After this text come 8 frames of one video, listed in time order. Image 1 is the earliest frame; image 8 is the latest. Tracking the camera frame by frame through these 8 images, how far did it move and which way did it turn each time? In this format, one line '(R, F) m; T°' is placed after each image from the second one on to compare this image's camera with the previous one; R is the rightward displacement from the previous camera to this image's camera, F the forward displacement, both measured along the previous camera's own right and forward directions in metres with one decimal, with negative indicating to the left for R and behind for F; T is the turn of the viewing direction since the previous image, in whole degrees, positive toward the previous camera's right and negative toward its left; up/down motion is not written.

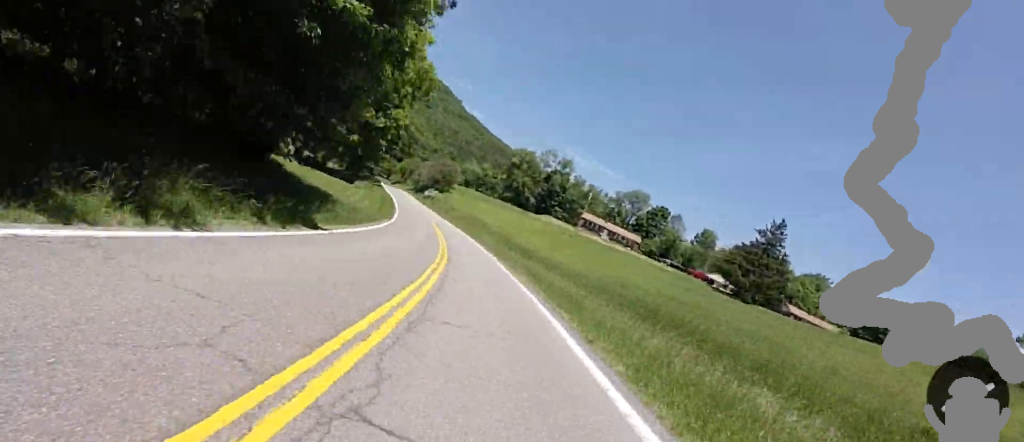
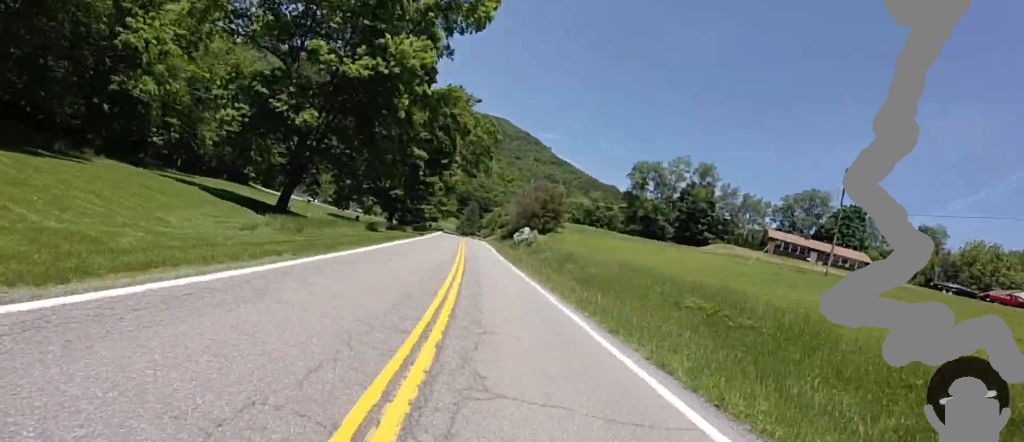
(-4.6, +37.0) m; -9°
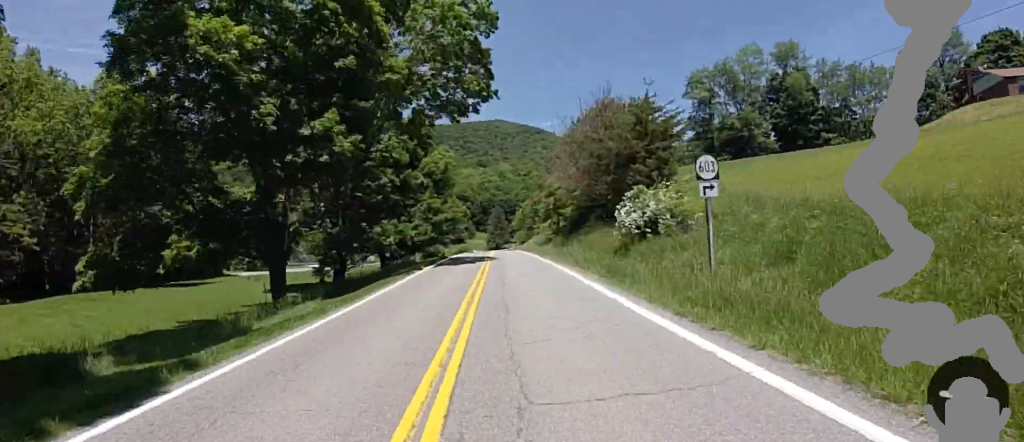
(+0.7, +30.5) m; +1°
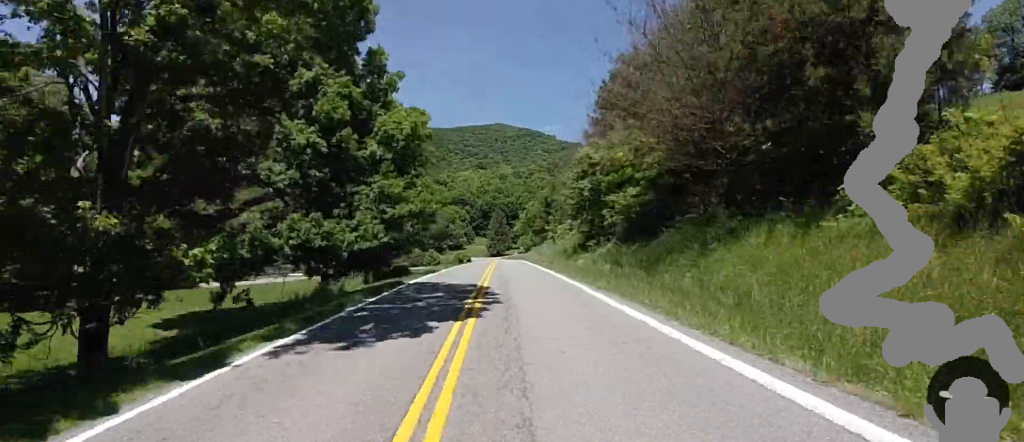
(0.0, +15.7) m; 0°
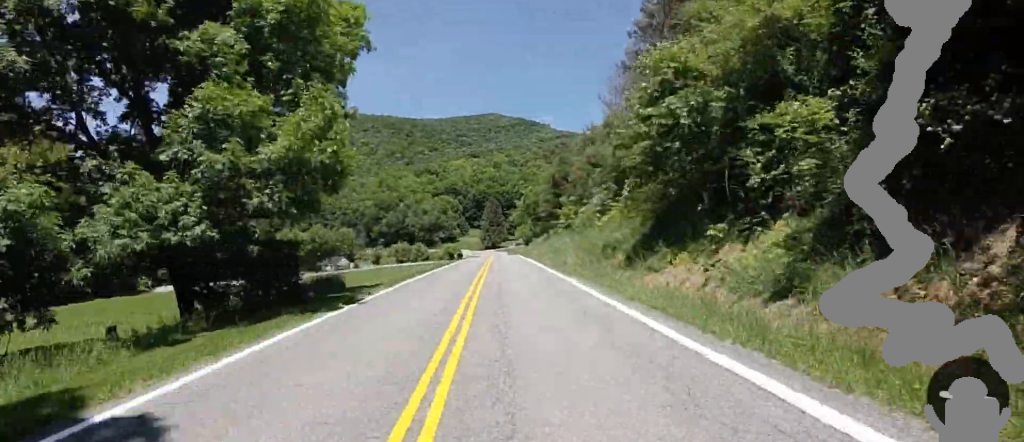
(0.0, +14.1) m; 0°
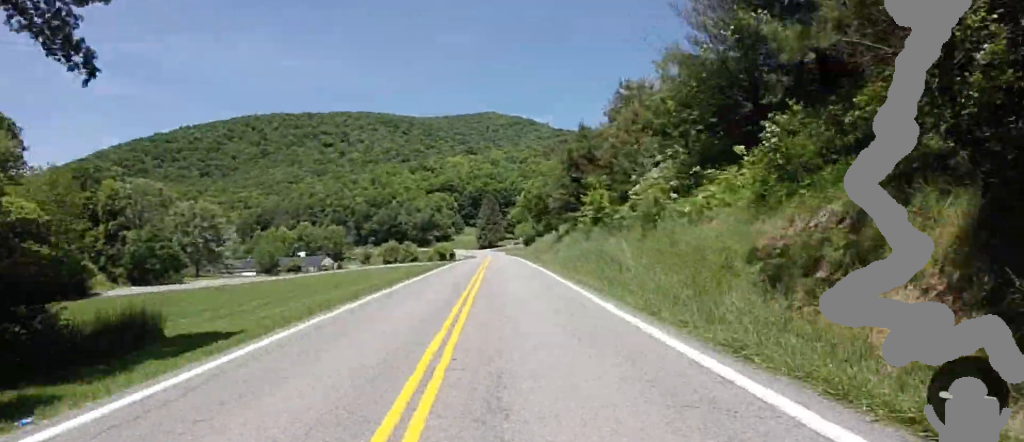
(0.0, +12.0) m; 0°
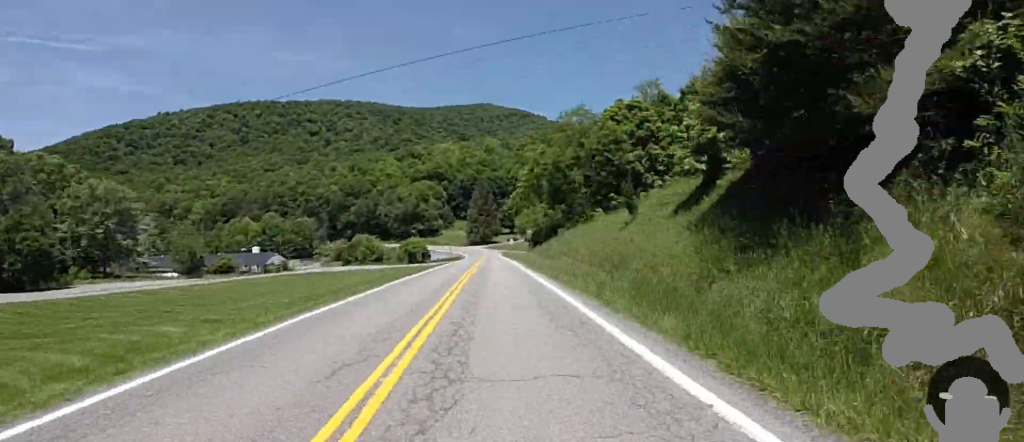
(0.0, +28.8) m; -2°
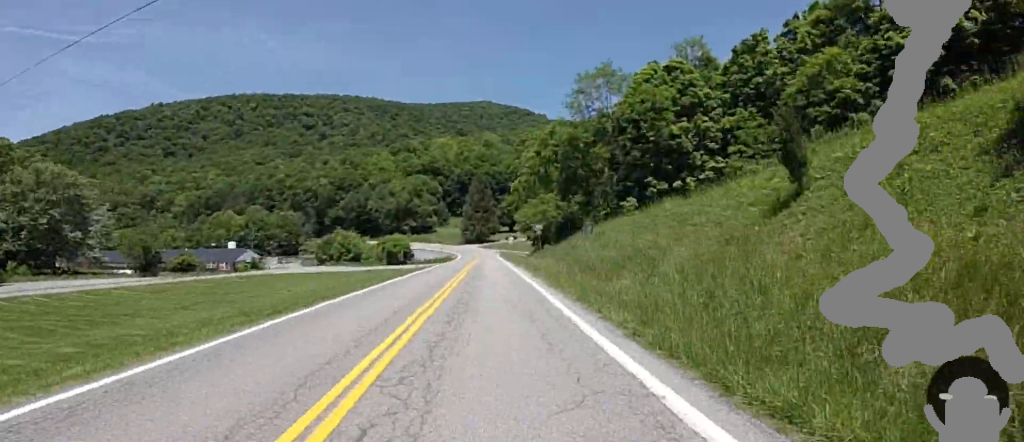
(-0.1, +11.3) m; -1°
